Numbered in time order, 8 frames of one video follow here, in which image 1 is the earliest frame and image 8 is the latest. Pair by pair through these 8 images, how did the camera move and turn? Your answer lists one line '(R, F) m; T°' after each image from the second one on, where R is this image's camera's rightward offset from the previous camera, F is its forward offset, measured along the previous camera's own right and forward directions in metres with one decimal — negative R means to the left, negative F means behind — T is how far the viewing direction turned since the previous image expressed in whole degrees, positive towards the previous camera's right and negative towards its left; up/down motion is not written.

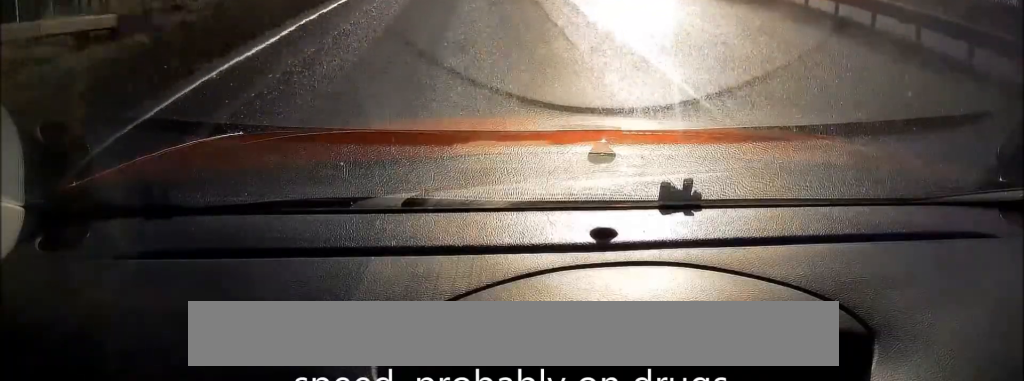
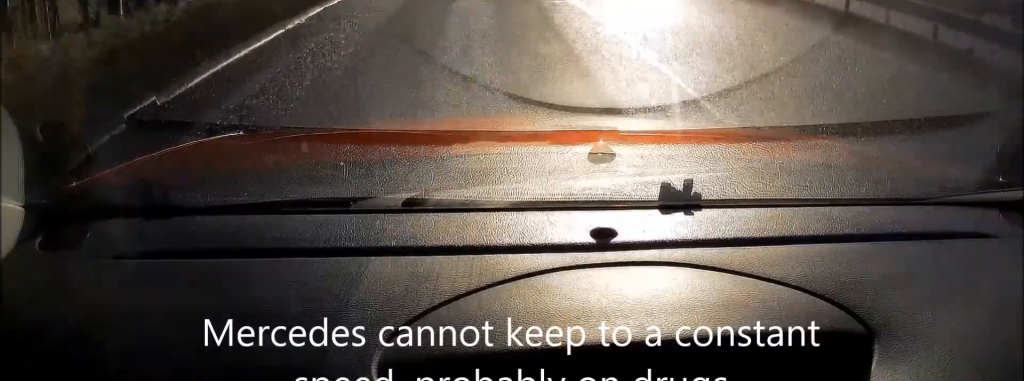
(0.0, +18.7) m; 0°
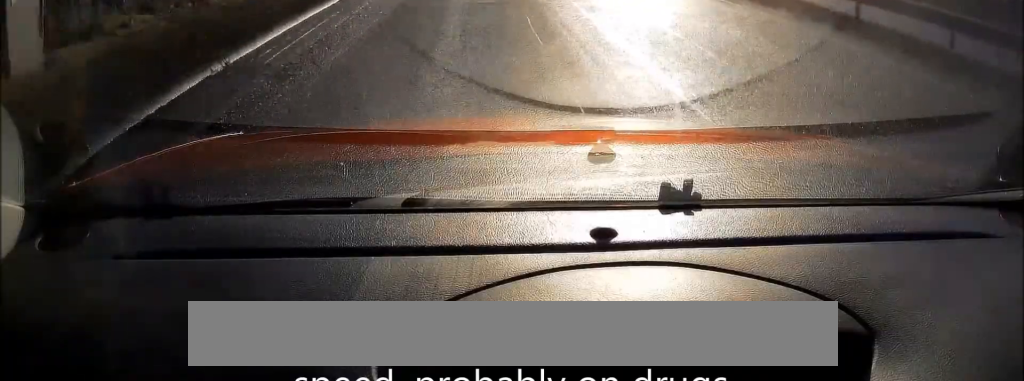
(0.0, +13.6) m; 0°
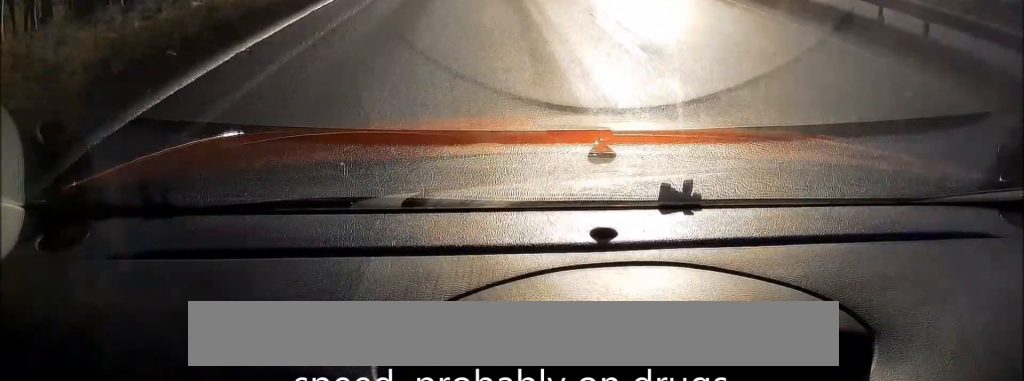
(-0.1, +56.8) m; 0°
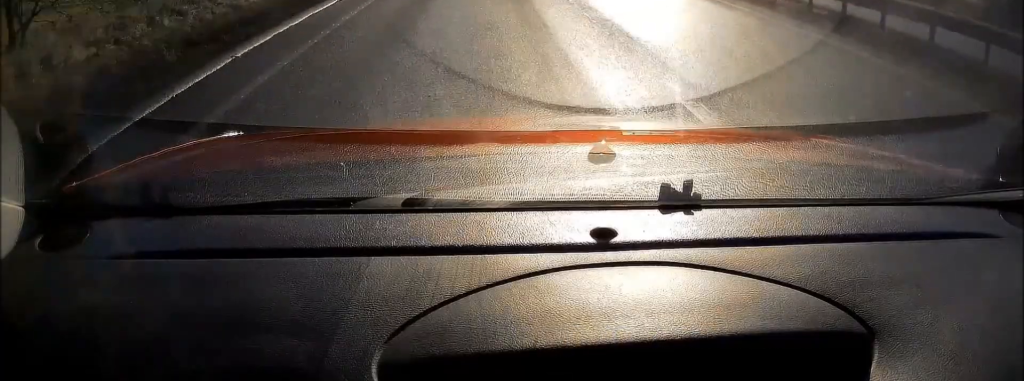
(0.0, +36.8) m; 0°
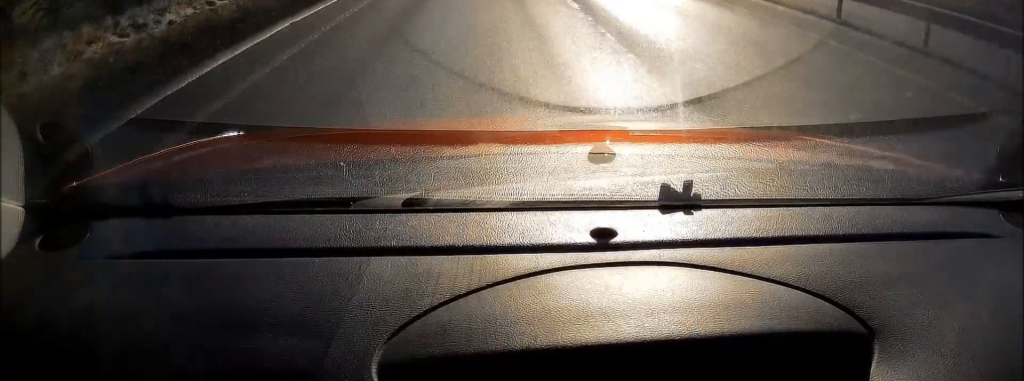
(-0.2, +59.0) m; 0°
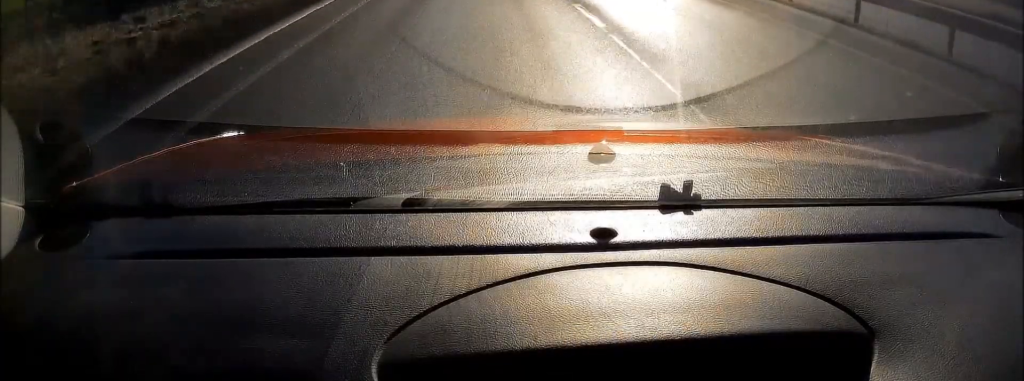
(+0.1, +19.1) m; 0°
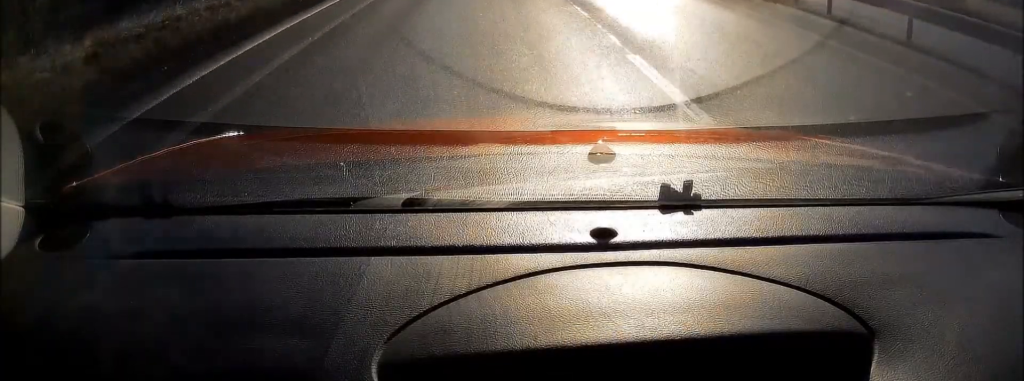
(0.0, +12.5) m; 0°
